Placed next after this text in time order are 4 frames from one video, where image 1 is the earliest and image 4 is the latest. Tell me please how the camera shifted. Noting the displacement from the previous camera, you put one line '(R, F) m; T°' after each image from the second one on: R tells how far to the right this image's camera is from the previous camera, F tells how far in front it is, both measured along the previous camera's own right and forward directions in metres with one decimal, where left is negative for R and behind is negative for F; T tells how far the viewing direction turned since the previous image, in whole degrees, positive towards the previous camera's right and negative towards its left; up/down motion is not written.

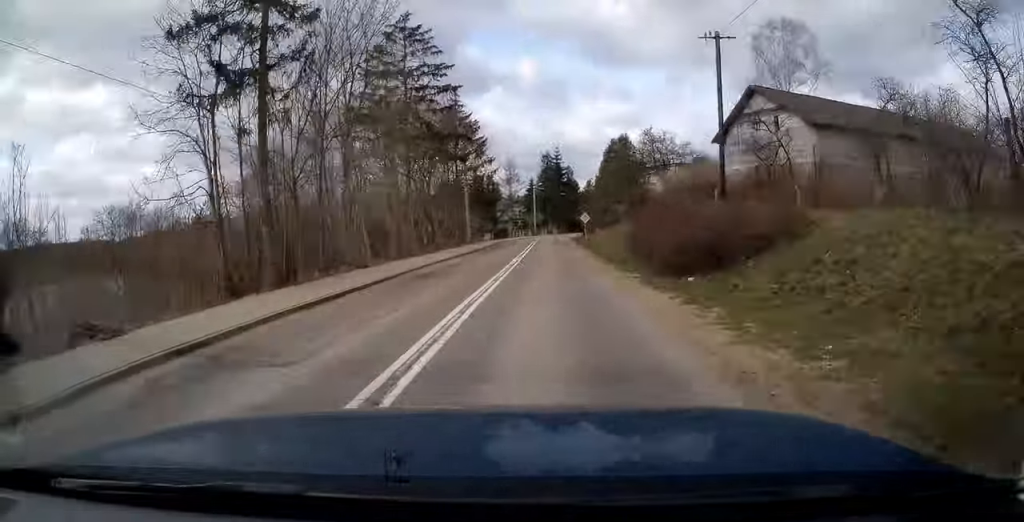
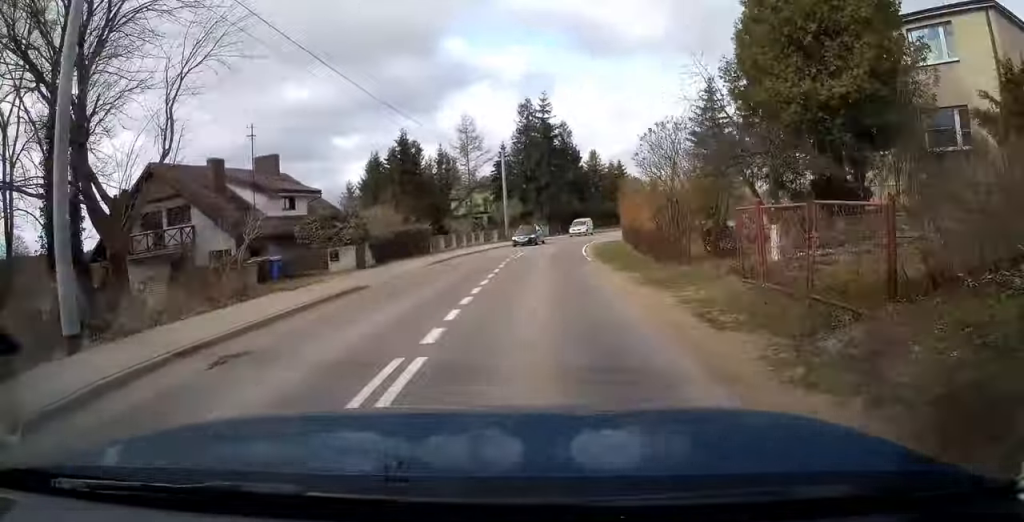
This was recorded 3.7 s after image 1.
(+0.9, +52.4) m; +4°
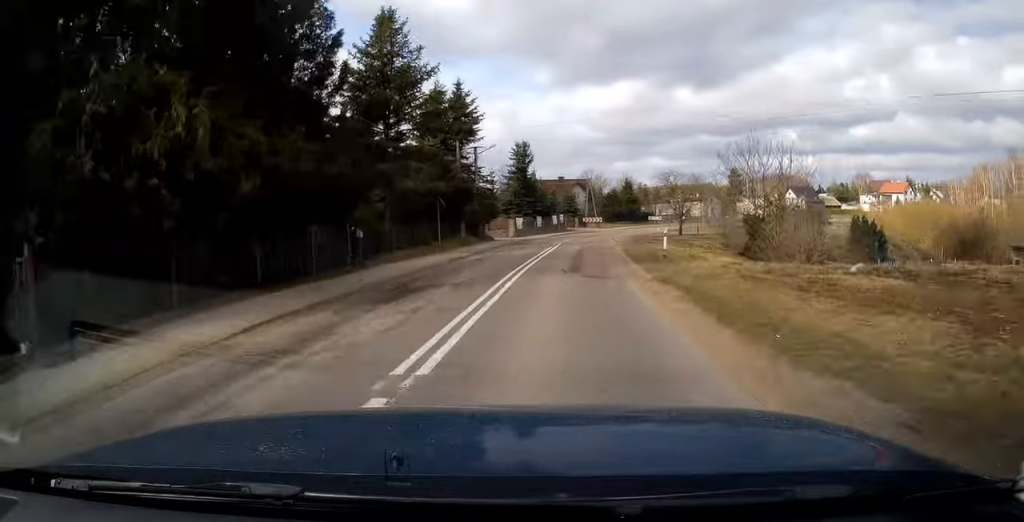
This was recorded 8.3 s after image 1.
(+6.4, +64.8) m; +15°
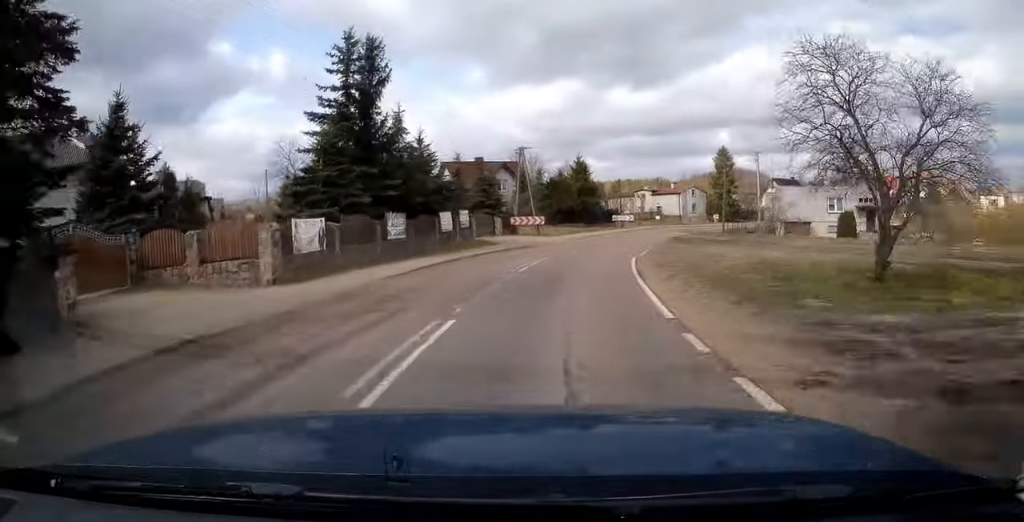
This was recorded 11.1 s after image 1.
(+4.2, +39.2) m; +12°
